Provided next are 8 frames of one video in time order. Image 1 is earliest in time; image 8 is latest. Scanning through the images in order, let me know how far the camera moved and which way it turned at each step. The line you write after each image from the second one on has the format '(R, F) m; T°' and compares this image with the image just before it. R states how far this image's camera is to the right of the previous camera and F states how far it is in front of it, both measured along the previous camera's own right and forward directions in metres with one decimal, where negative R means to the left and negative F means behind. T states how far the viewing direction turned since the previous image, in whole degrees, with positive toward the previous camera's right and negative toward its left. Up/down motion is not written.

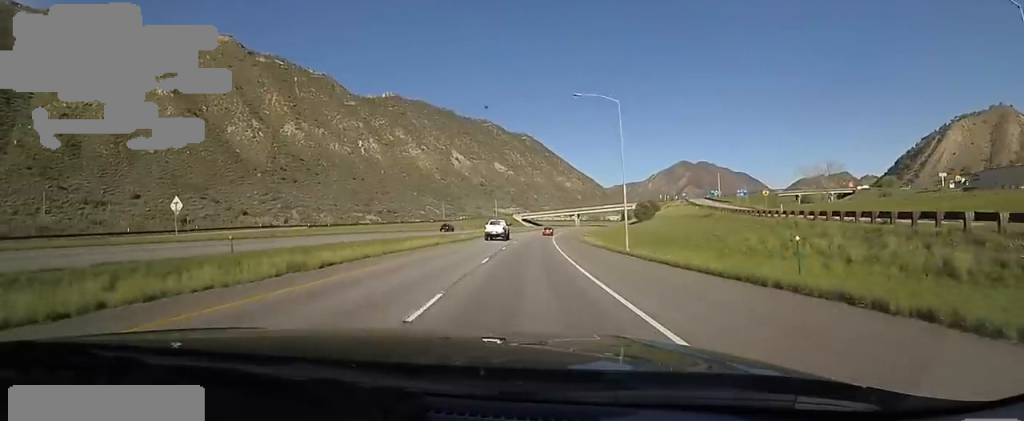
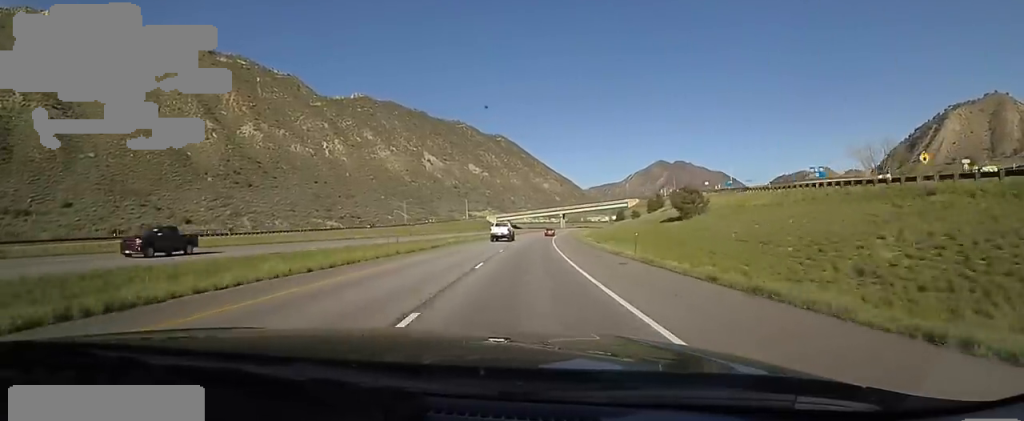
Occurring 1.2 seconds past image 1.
(+2.2, +38.9) m; +5°
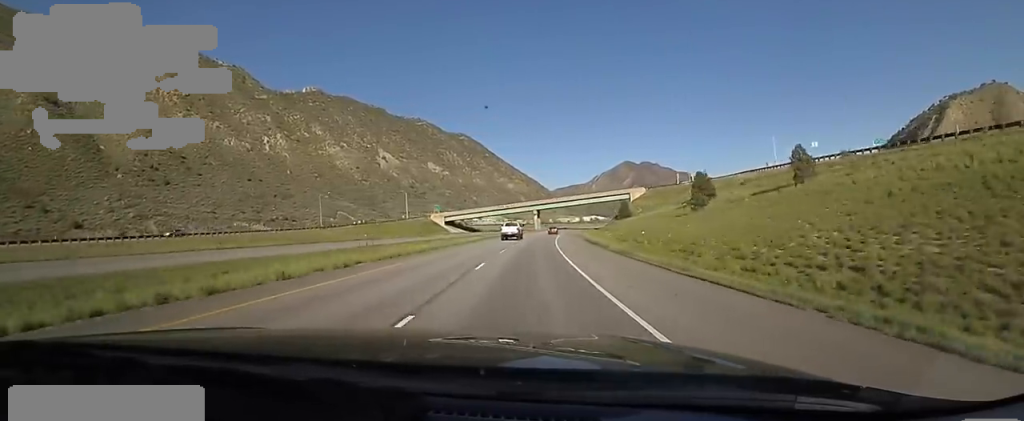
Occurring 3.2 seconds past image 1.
(+0.6, +60.8) m; +3°
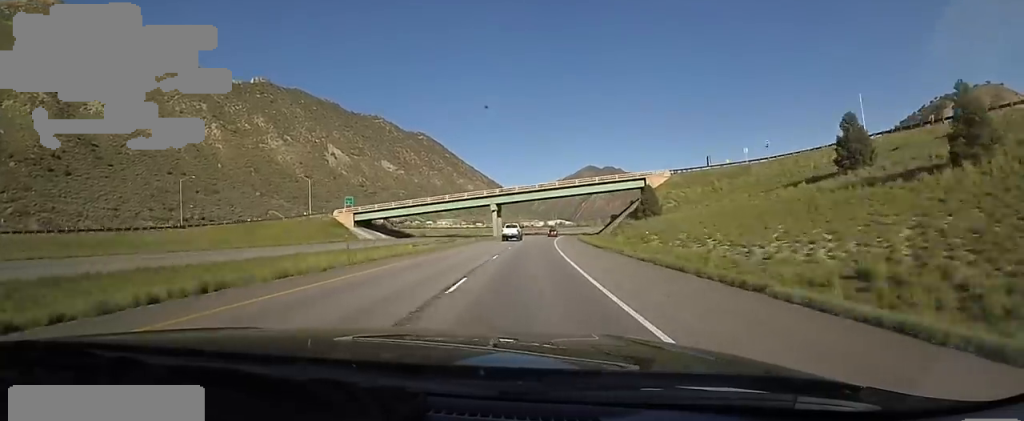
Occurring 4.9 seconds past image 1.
(+2.6, +53.9) m; +5°
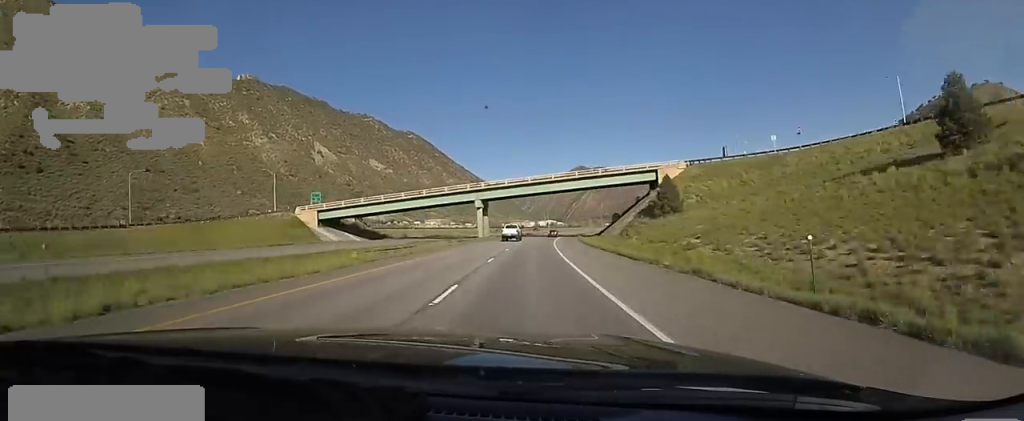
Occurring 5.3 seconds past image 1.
(-0.3, +13.5) m; +1°
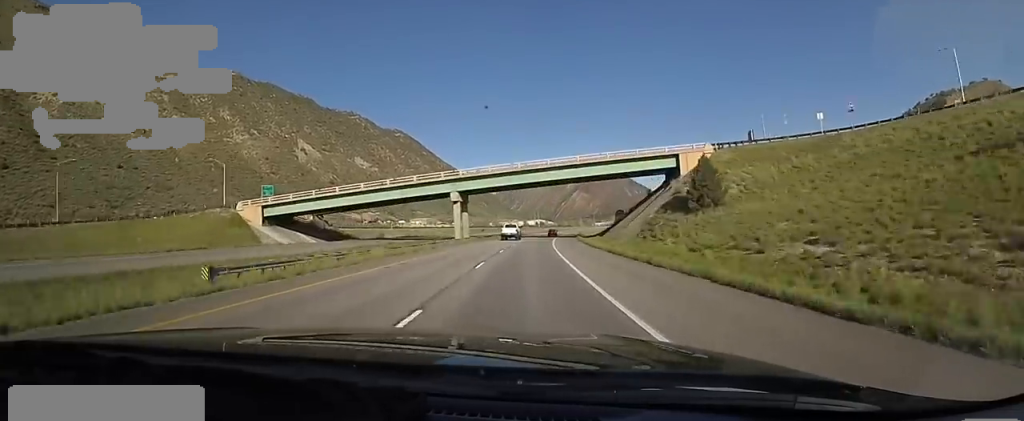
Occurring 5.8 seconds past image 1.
(+0.5, +15.5) m; +1°
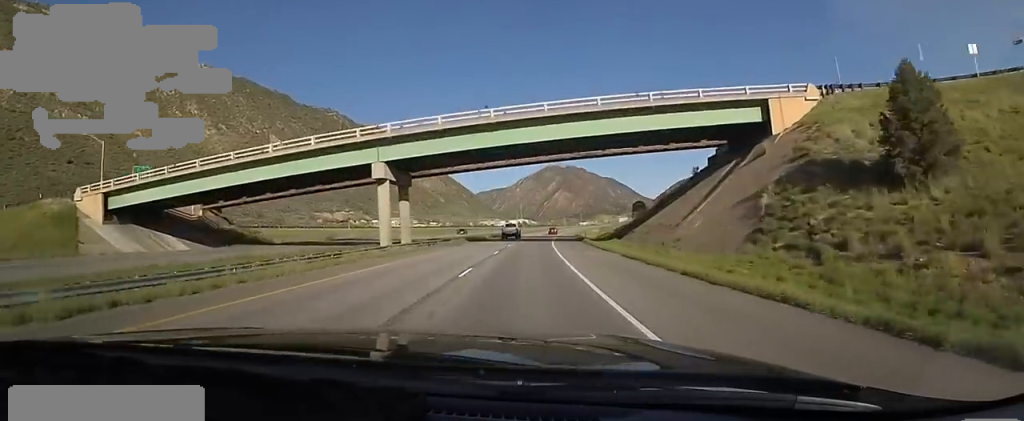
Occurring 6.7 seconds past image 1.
(+0.8, +26.8) m; +2°
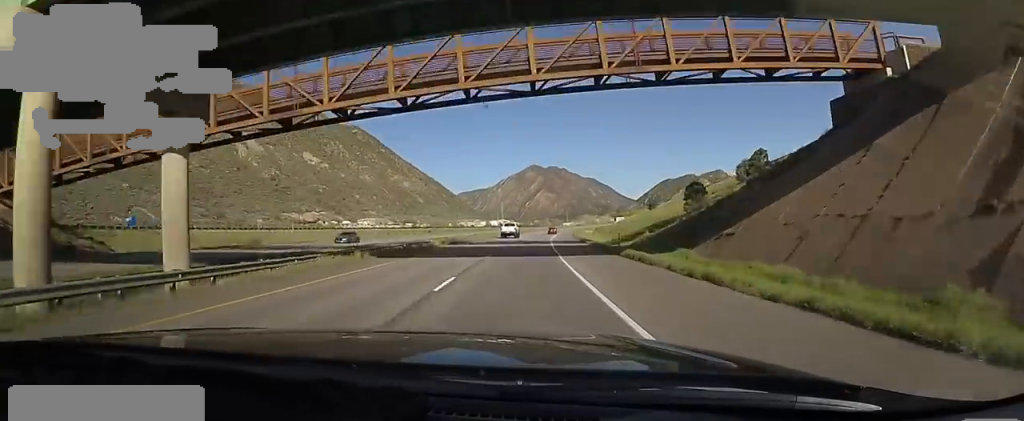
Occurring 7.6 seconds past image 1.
(+0.1, +26.8) m; +1°
